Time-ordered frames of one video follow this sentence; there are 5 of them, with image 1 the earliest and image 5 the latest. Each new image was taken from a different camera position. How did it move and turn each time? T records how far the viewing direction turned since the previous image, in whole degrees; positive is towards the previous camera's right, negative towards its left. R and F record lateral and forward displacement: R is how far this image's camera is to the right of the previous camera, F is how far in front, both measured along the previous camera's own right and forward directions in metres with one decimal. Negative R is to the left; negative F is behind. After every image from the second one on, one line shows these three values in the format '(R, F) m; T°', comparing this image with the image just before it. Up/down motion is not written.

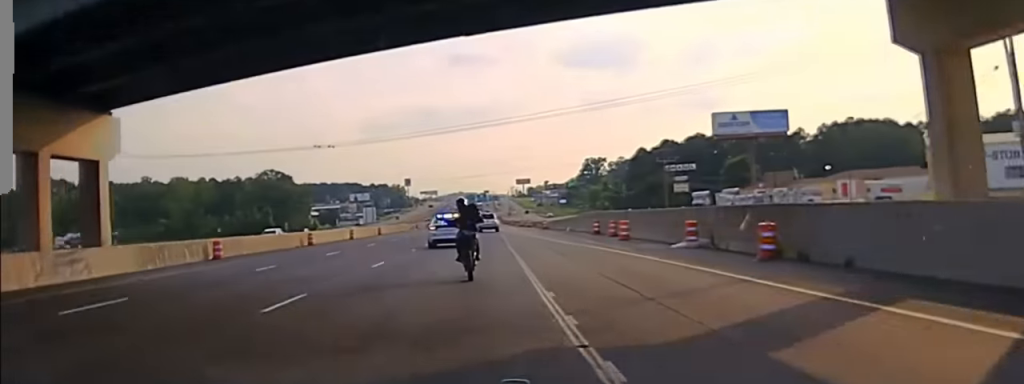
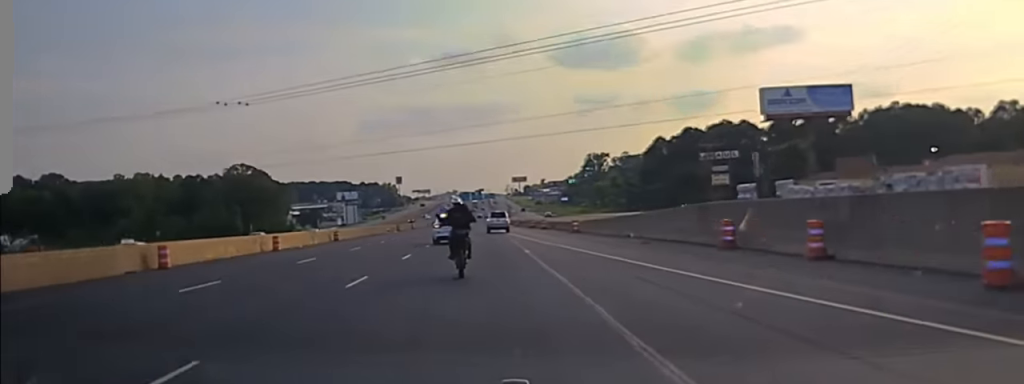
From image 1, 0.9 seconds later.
(-0.2, +31.9) m; 0°
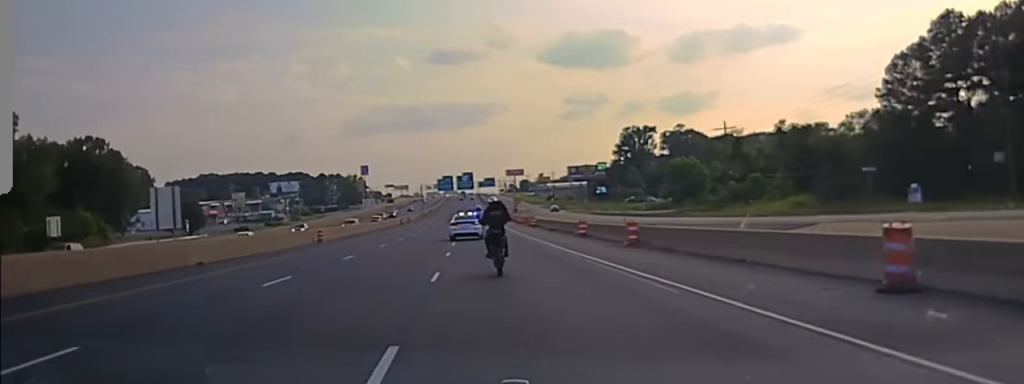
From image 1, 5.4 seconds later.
(+0.1, +145.9) m; +1°
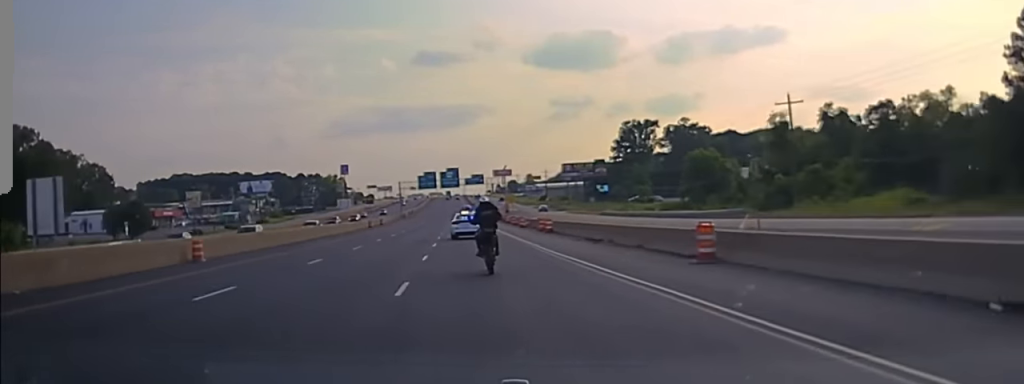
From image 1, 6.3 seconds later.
(+0.2, +27.5) m; +1°
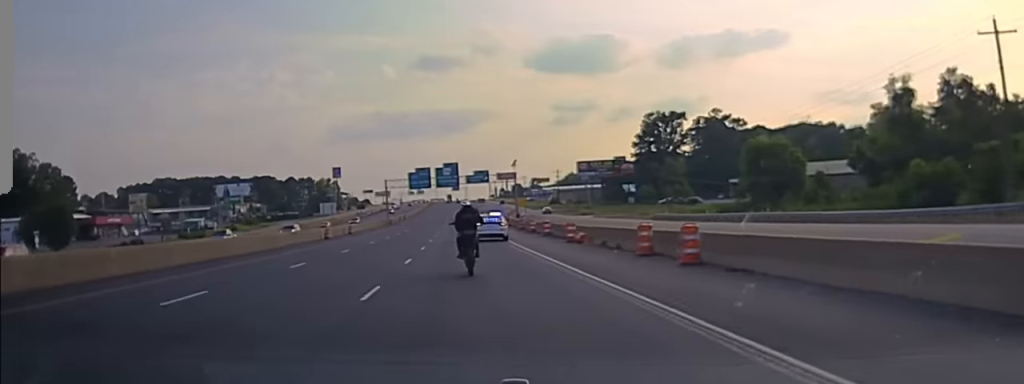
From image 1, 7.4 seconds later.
(+0.4, +35.7) m; 0°
